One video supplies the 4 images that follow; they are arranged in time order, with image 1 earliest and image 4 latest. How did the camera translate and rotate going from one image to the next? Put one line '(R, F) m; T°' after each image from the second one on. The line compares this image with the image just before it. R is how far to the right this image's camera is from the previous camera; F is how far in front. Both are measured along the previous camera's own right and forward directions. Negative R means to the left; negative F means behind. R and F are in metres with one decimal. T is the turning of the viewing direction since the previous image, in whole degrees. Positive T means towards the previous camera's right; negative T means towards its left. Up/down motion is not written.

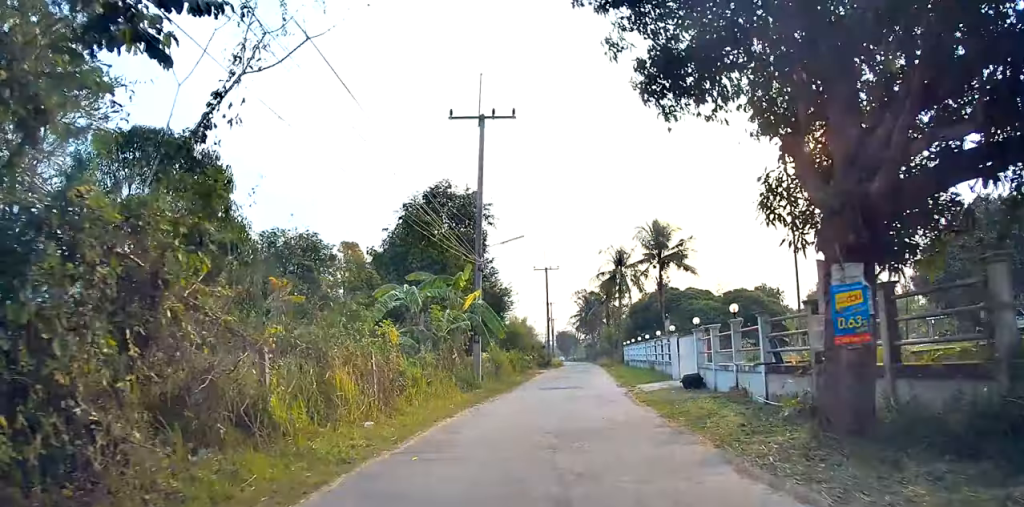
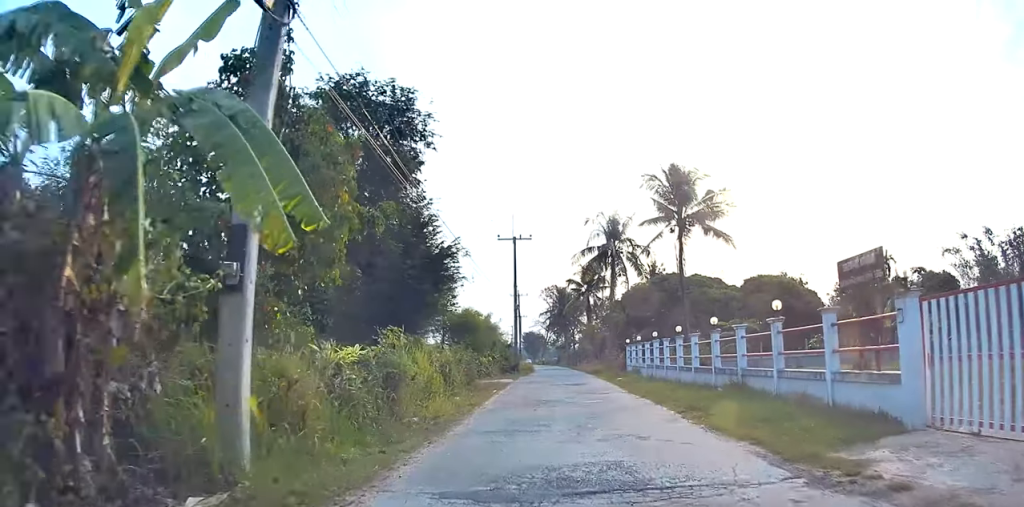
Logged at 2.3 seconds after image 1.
(+0.6, +16.3) m; +5°
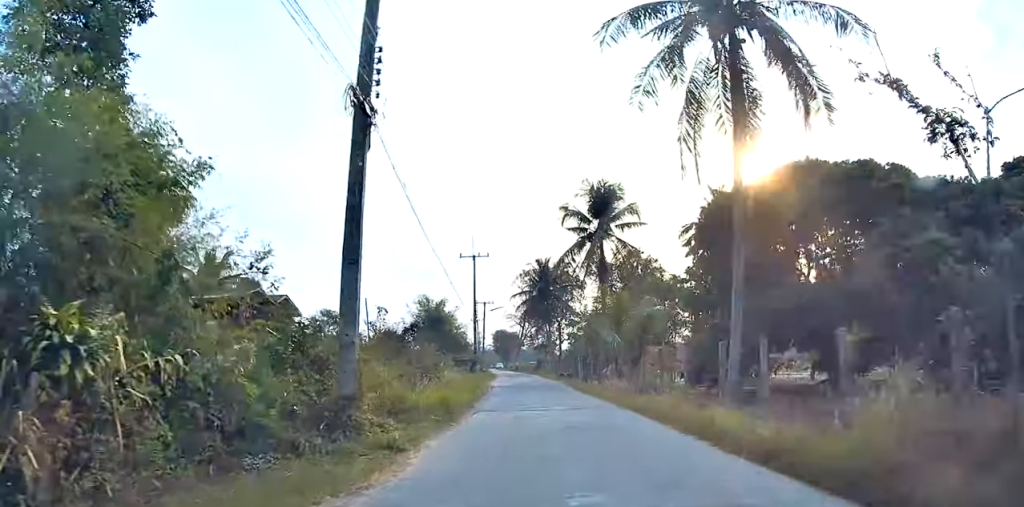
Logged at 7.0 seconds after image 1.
(+0.8, +35.5) m; +1°
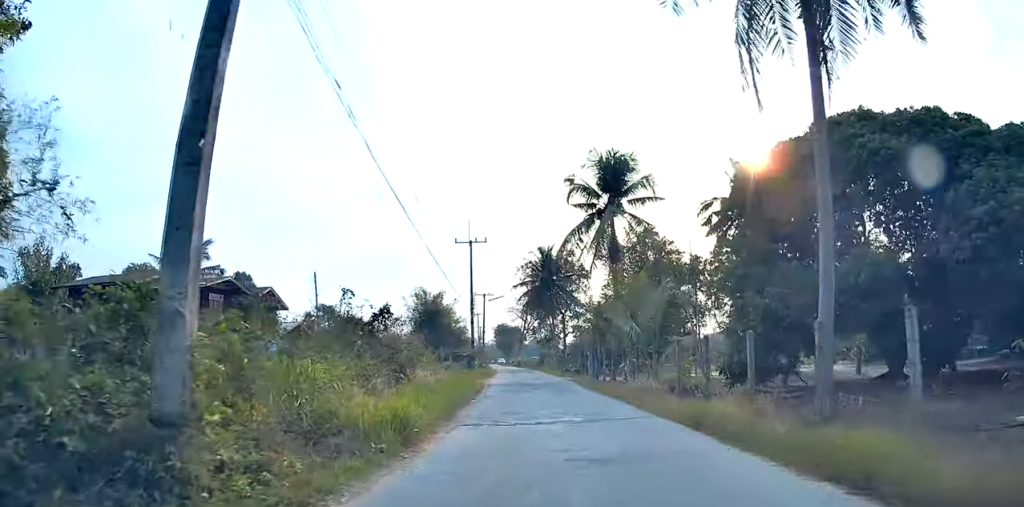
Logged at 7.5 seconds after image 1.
(0.0, +4.3) m; 0°
